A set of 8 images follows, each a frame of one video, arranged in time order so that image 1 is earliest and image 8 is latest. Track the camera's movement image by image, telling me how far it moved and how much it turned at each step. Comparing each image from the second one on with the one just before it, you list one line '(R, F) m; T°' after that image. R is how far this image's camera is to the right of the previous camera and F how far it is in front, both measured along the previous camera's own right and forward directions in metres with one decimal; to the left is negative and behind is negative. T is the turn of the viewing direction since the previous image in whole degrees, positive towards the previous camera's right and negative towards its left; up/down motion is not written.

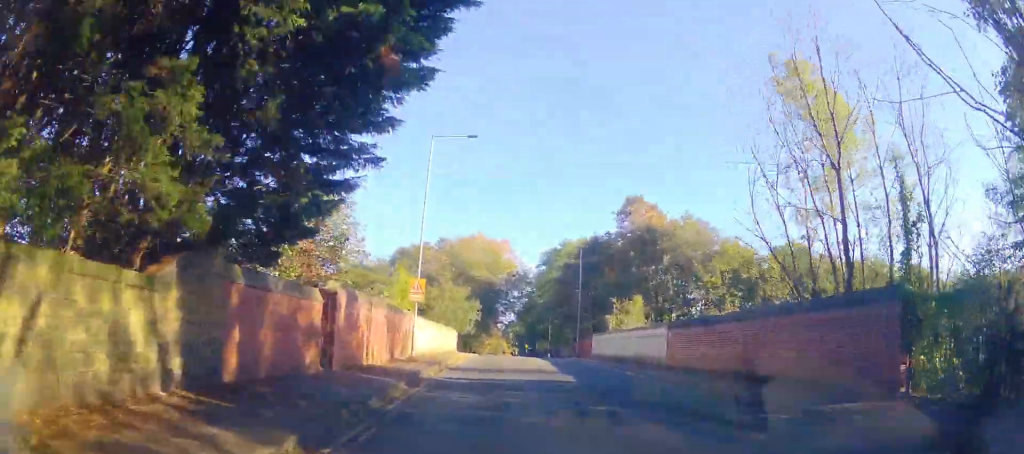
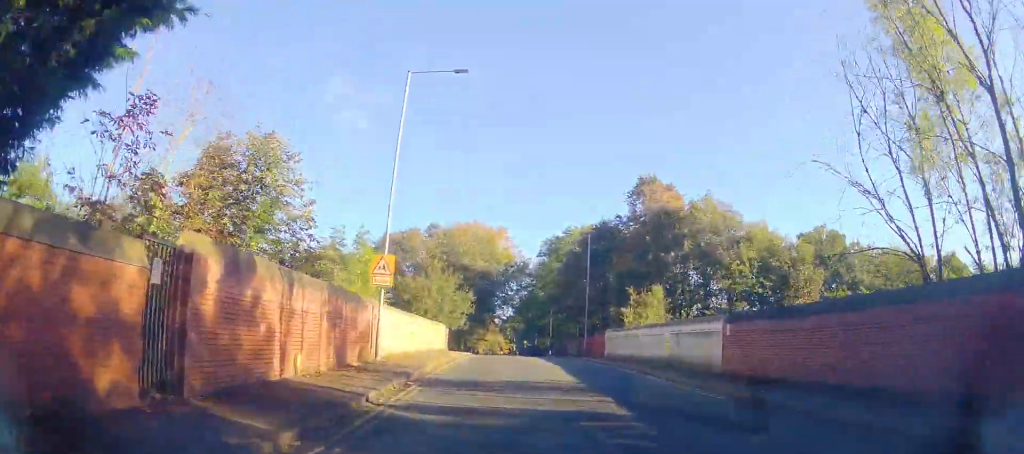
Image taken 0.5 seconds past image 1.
(0.0, +6.8) m; 0°
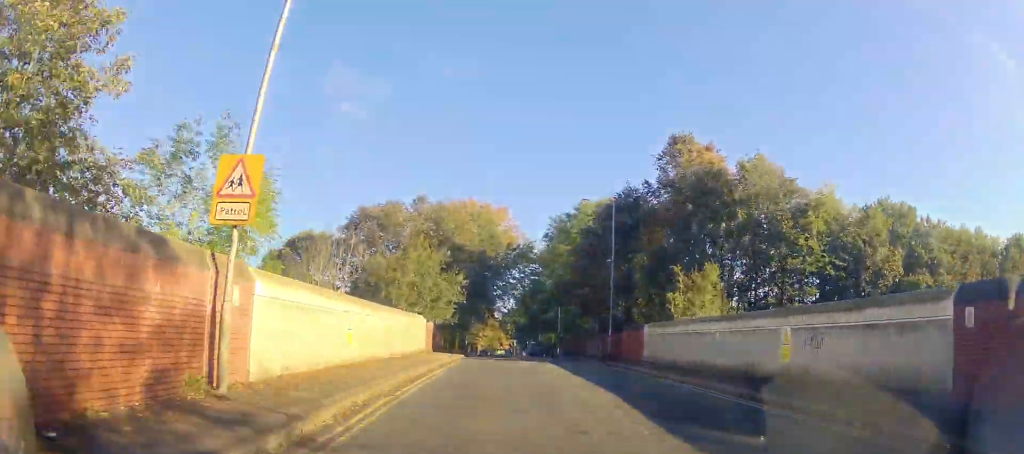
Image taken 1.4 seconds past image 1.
(0.0, +10.8) m; 0°
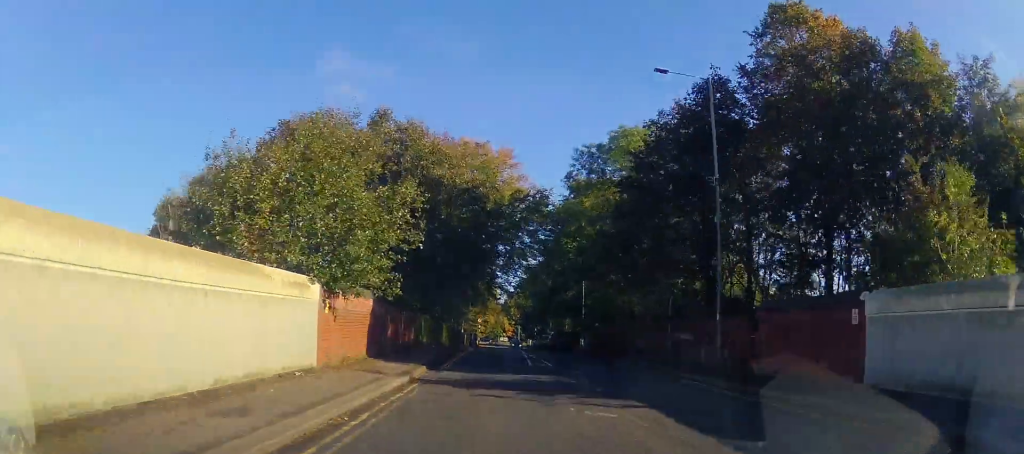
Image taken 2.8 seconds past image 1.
(-0.4, +18.7) m; -1°
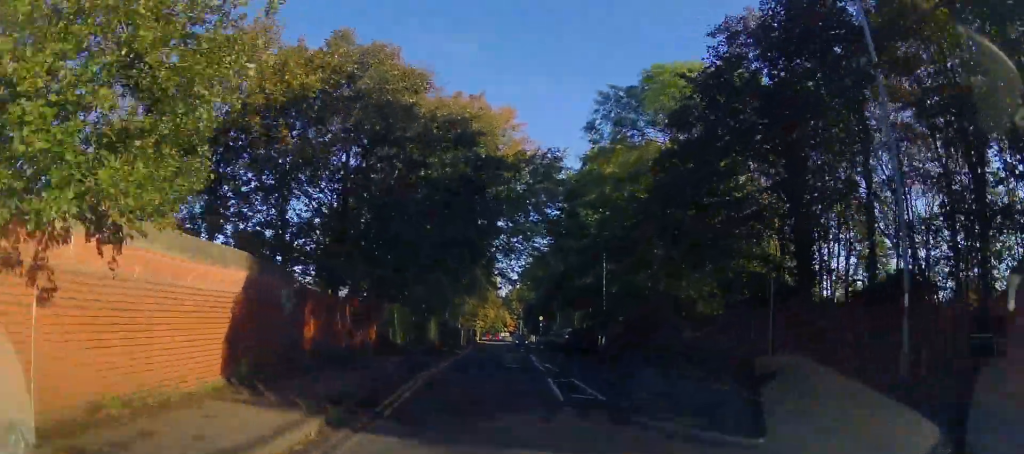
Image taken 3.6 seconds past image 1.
(+0.1, +9.9) m; +2°
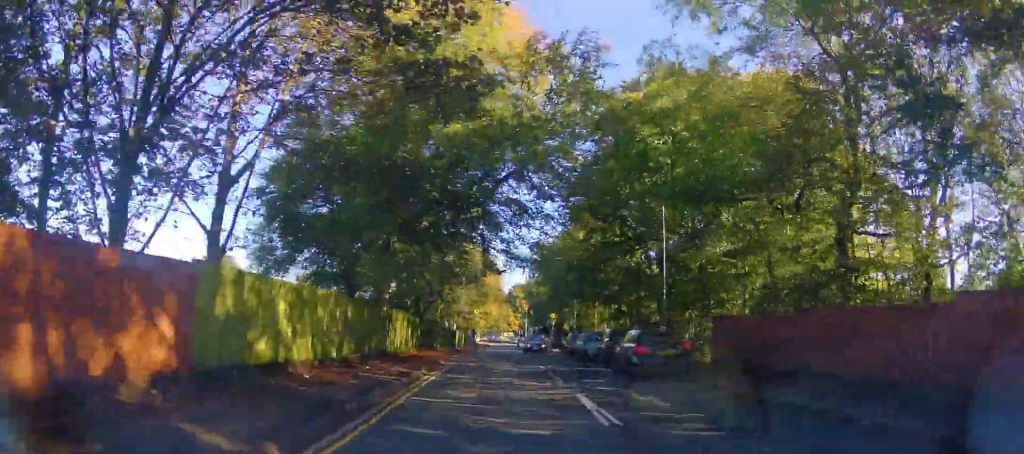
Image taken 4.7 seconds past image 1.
(+0.6, +14.6) m; +2°
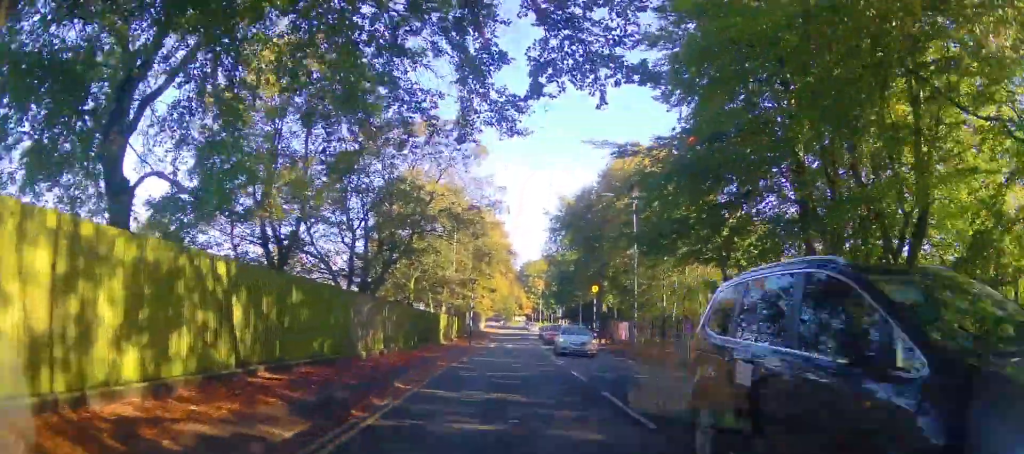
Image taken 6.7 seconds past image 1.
(-0.6, +24.4) m; -3°
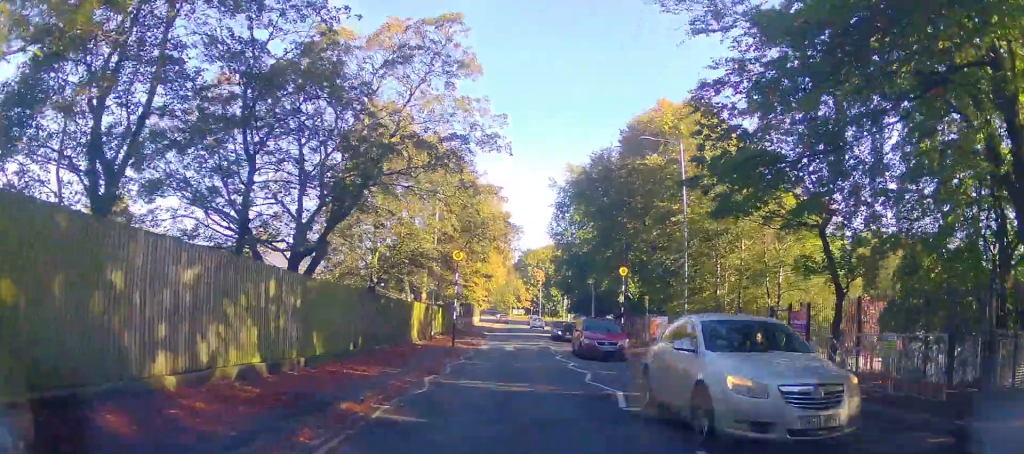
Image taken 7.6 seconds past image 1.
(-0.1, +10.9) m; -1°
